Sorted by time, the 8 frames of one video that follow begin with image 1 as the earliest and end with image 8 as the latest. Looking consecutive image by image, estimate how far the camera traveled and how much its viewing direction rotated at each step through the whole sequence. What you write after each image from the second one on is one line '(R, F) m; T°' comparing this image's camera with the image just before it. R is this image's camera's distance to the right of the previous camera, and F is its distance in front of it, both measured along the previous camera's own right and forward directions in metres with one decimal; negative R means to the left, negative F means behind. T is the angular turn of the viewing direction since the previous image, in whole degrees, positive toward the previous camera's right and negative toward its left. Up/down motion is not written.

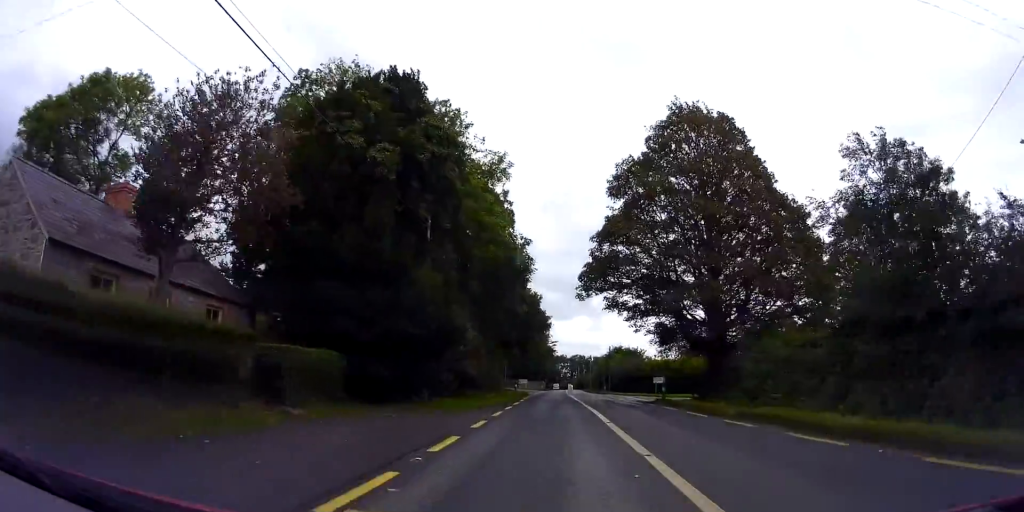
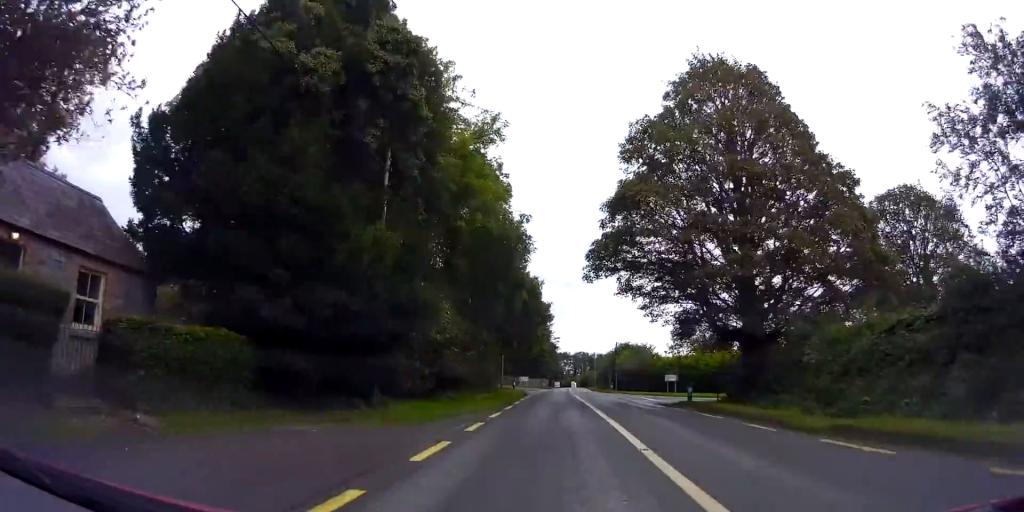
(0.0, +5.1) m; -1°
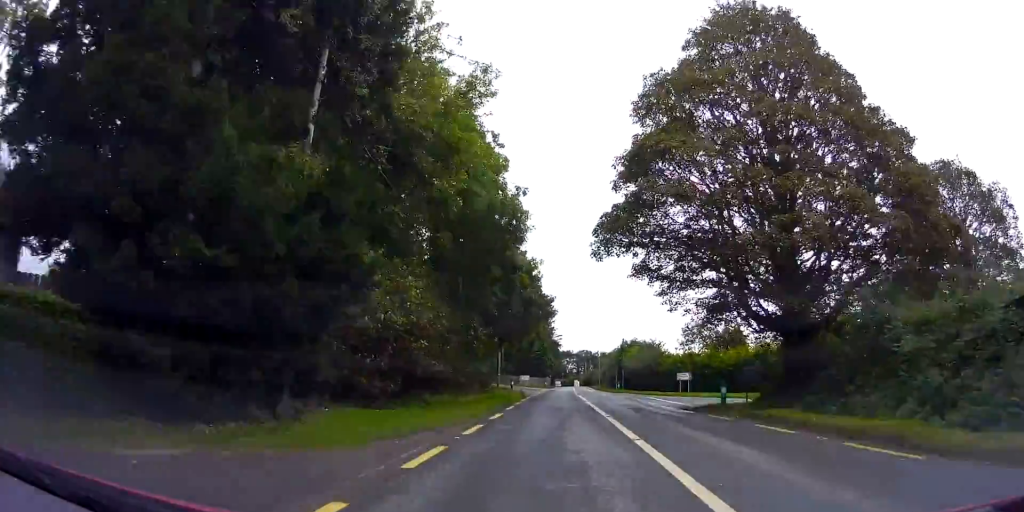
(+0.1, +4.5) m; 0°
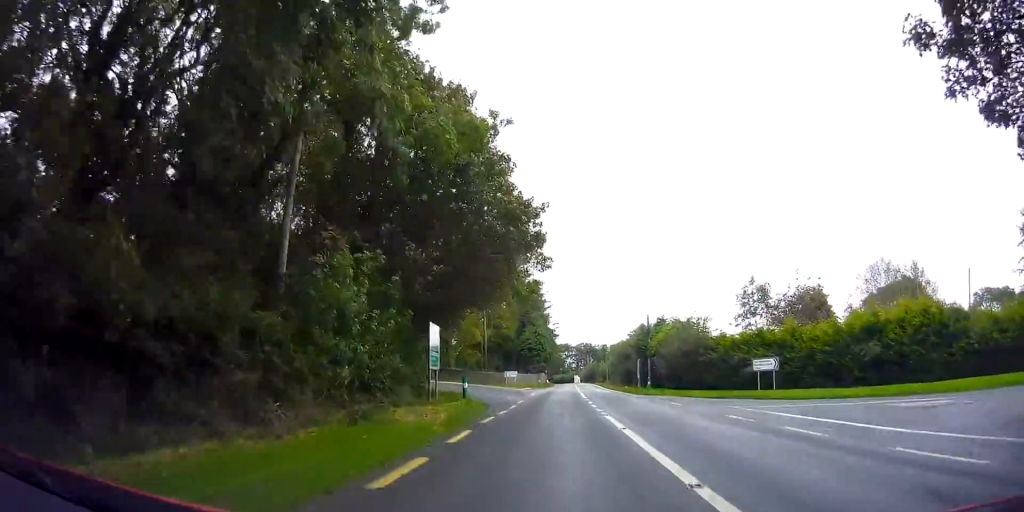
(-0.1, +21.7) m; 0°
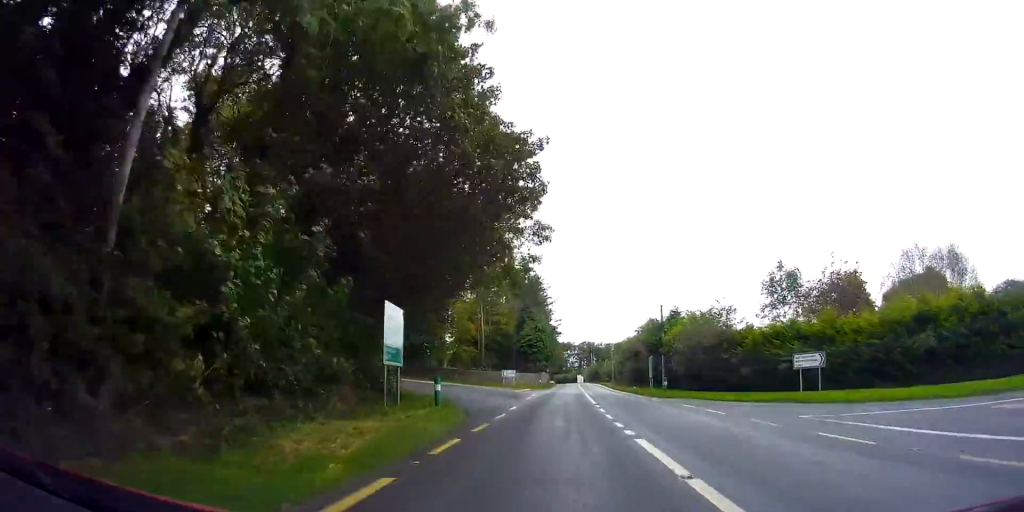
(0.0, +5.3) m; 0°
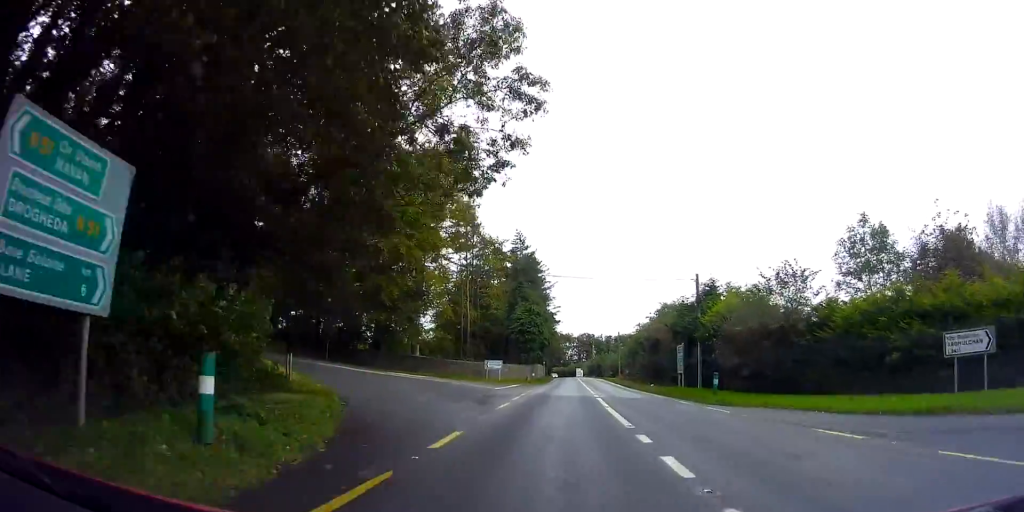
(-0.3, +11.1) m; -2°
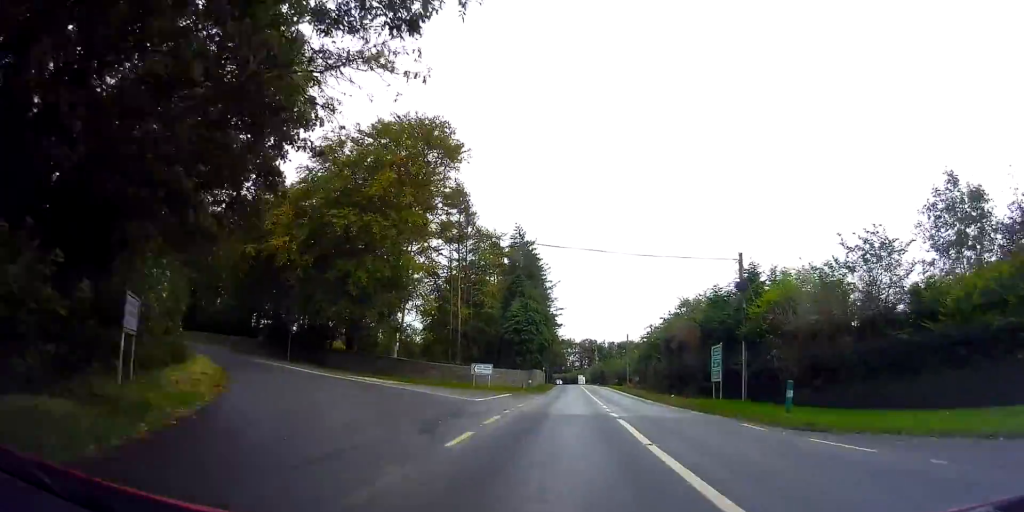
(0.0, +7.2) m; +1°
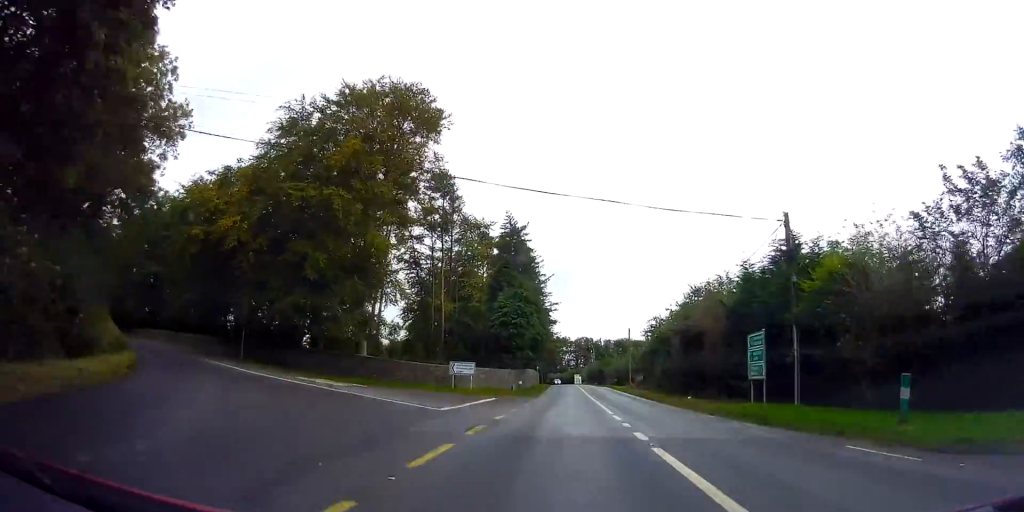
(0.0, +5.6) m; +1°
